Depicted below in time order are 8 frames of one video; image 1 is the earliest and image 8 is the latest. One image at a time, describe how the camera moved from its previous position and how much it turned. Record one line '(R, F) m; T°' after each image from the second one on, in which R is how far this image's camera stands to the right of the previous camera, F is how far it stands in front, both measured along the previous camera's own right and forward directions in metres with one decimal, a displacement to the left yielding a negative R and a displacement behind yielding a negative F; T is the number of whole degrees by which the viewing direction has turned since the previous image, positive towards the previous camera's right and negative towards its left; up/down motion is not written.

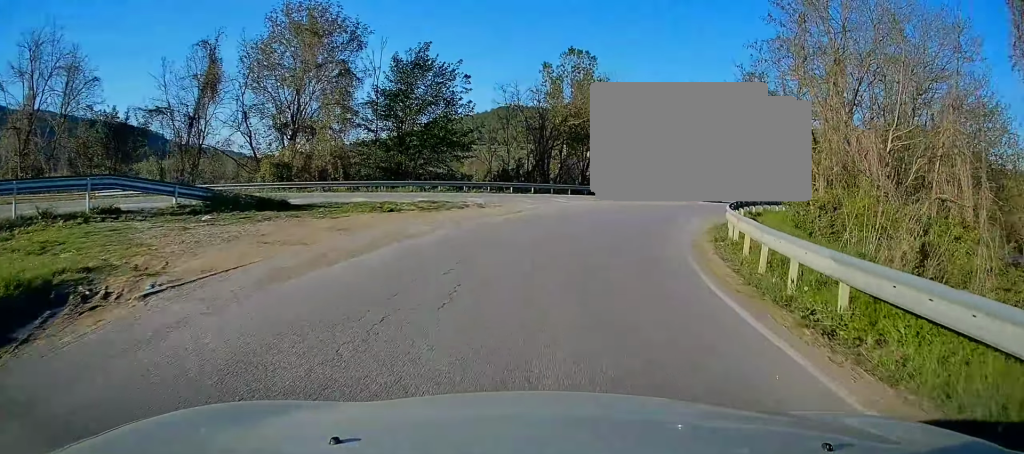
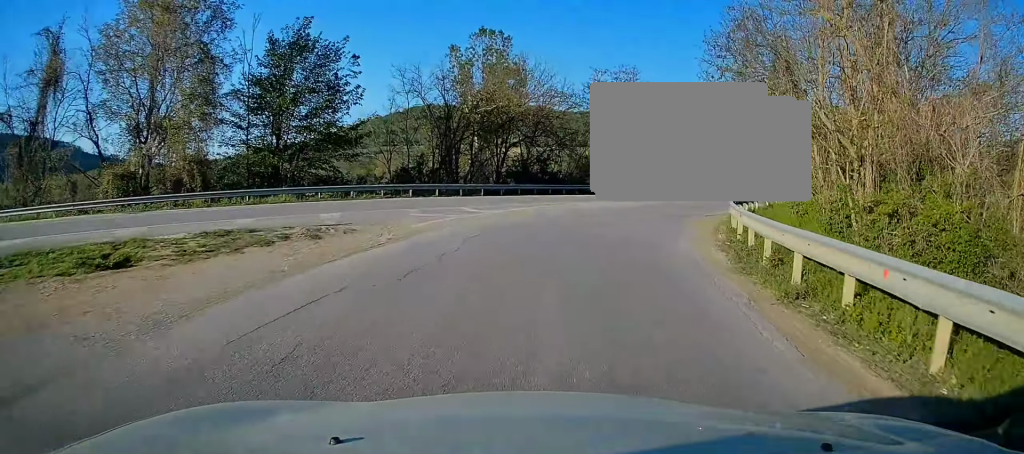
(+0.3, +8.7) m; +5°
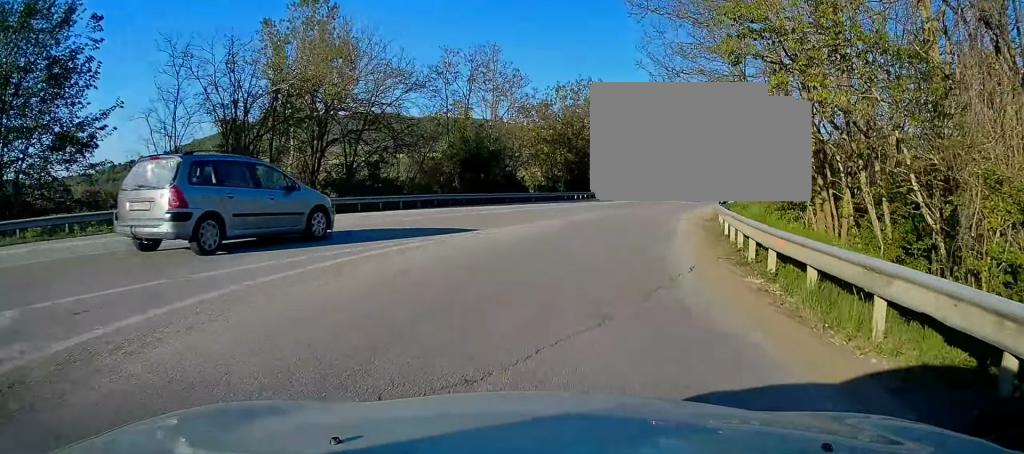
(+1.0, +13.6) m; +9°
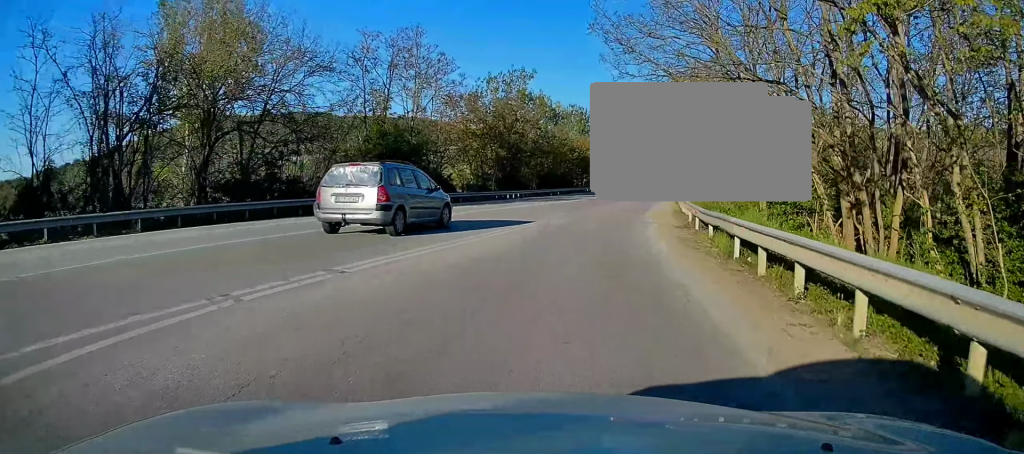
(+0.2, +6.1) m; +5°
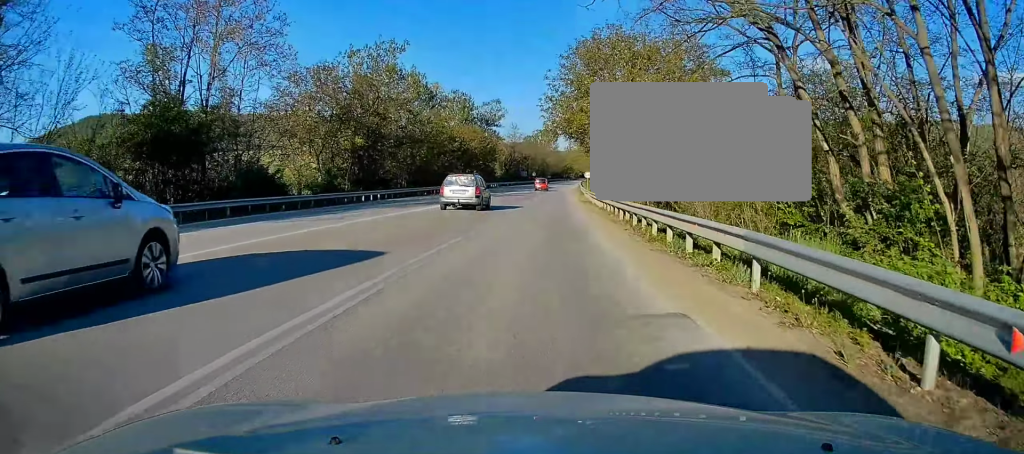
(+1.9, +16.1) m; +12°
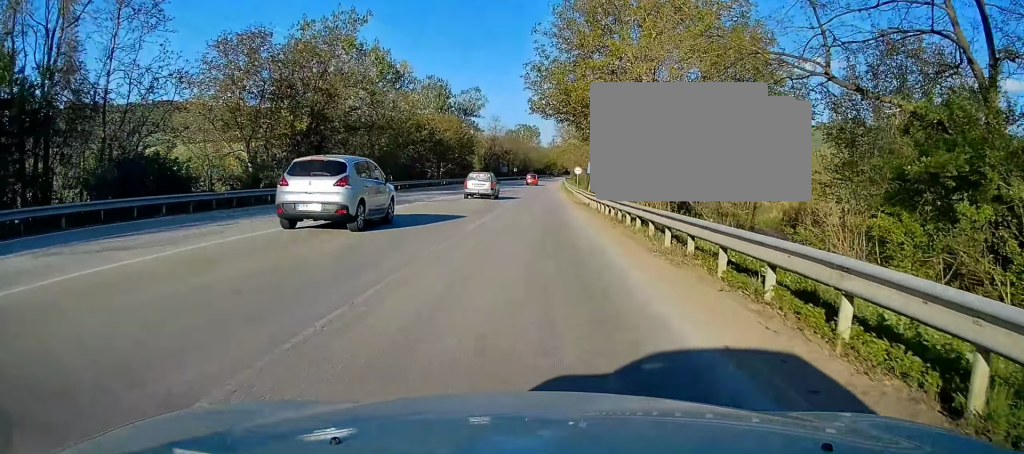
(+0.4, +10.5) m; +5°
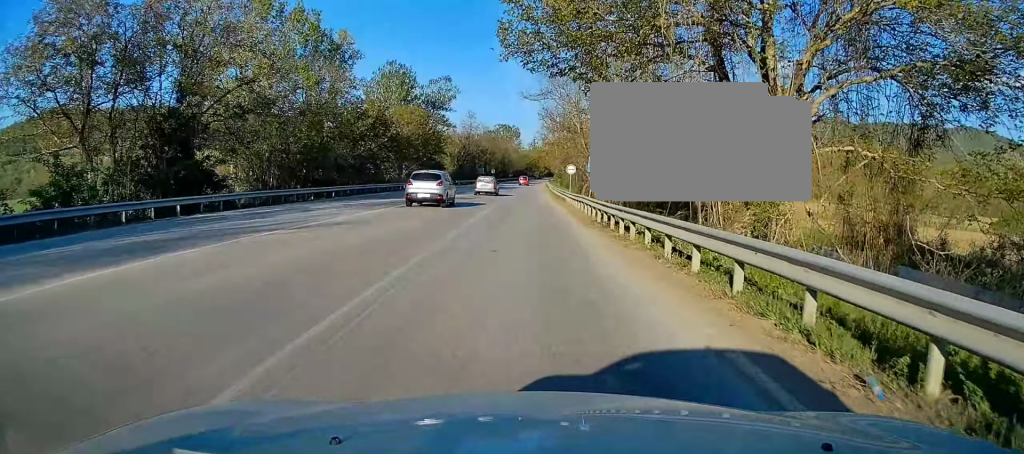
(+1.1, +15.6) m; +5°
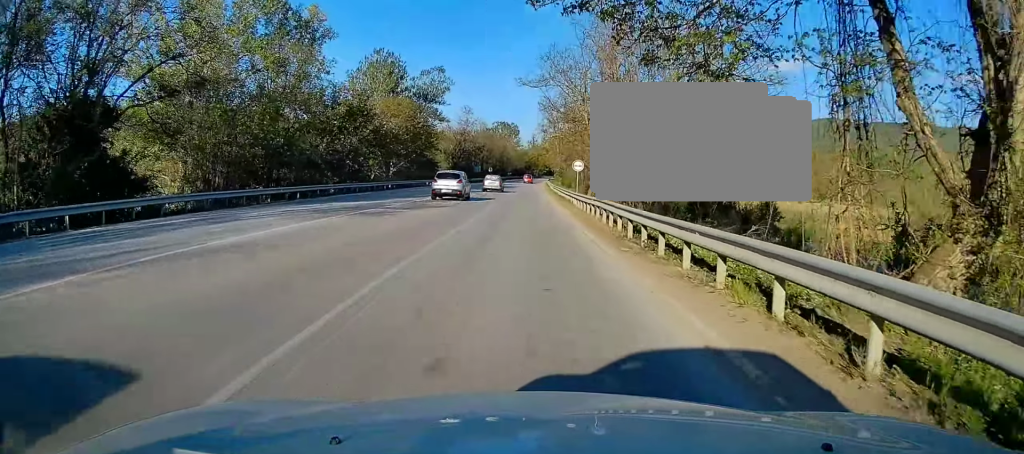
(0.0, +7.3) m; -1°
